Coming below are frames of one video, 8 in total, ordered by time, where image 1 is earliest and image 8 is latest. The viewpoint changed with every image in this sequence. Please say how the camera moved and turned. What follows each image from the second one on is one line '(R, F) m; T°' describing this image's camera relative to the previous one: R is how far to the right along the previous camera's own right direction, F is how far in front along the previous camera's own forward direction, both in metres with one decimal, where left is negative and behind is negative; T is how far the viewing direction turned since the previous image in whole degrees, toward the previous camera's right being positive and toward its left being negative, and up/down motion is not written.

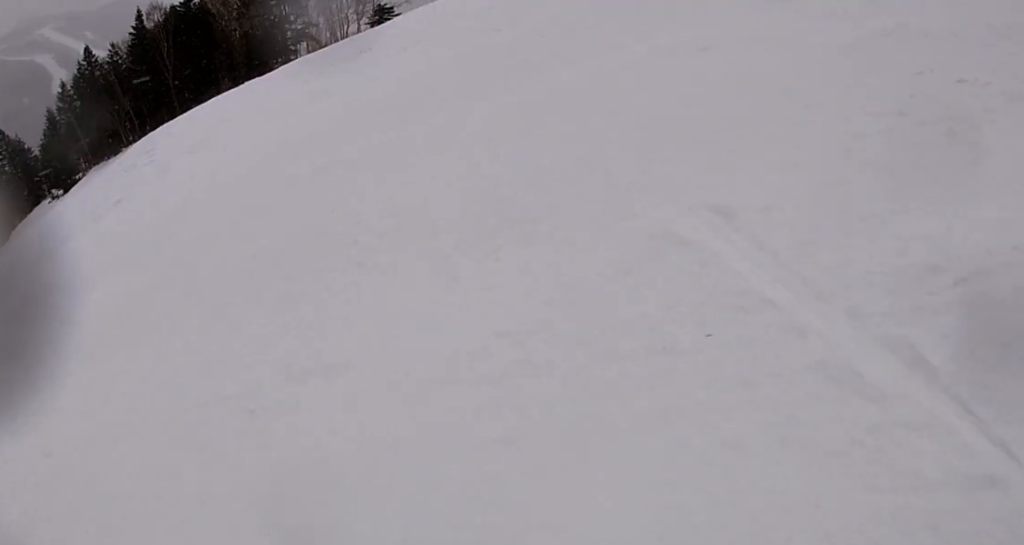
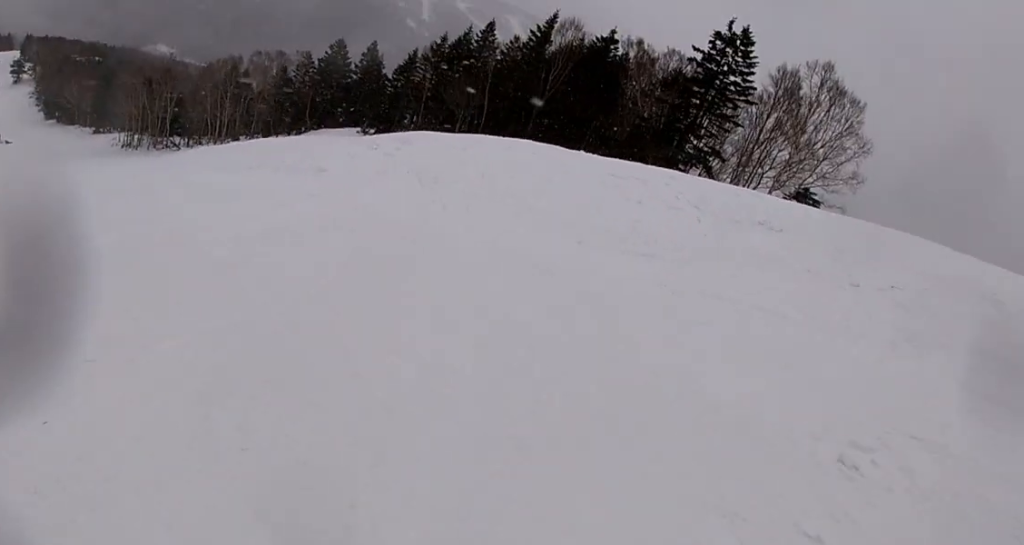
(-3.3, +14.6) m; -39°
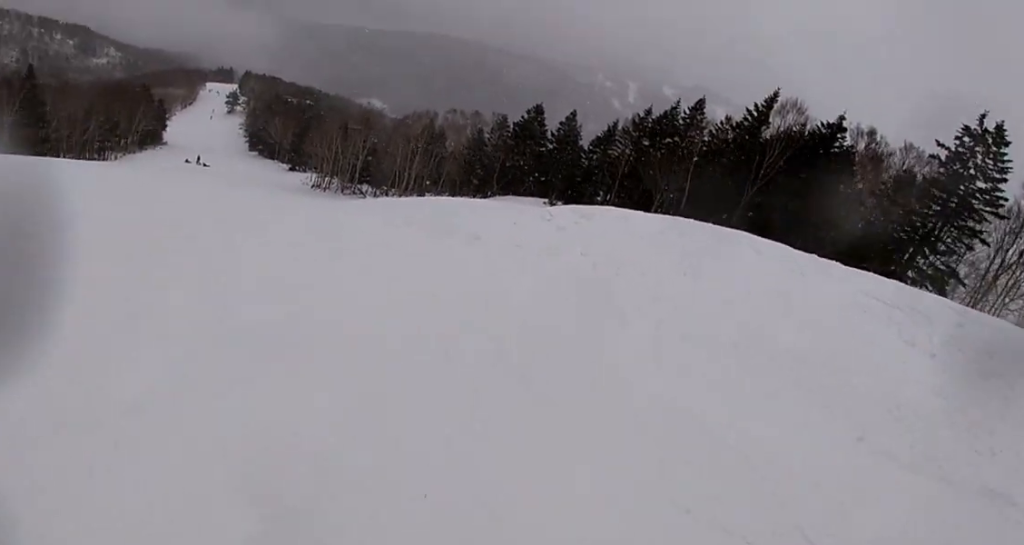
(-1.3, +4.9) m; -20°
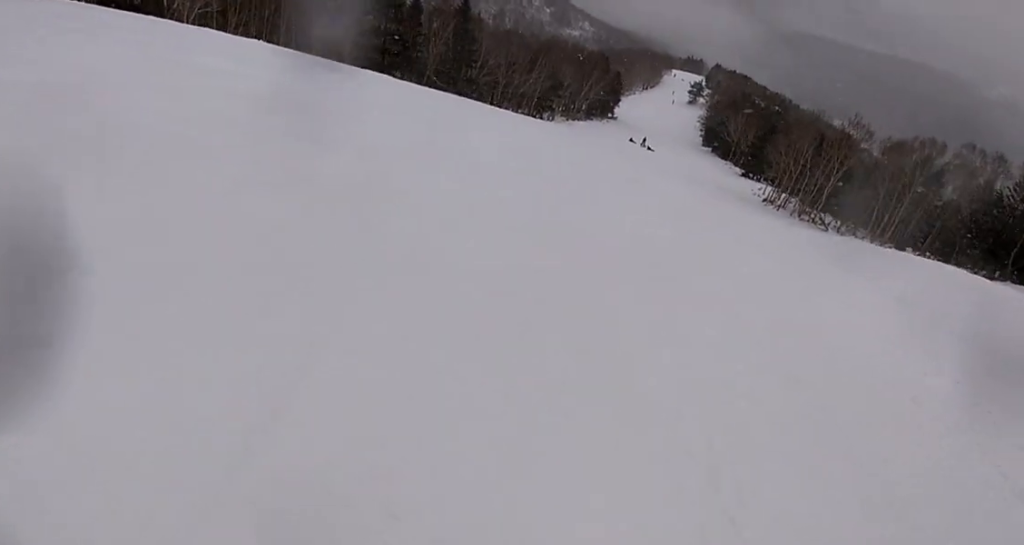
(-3.9, +10.1) m; -44°
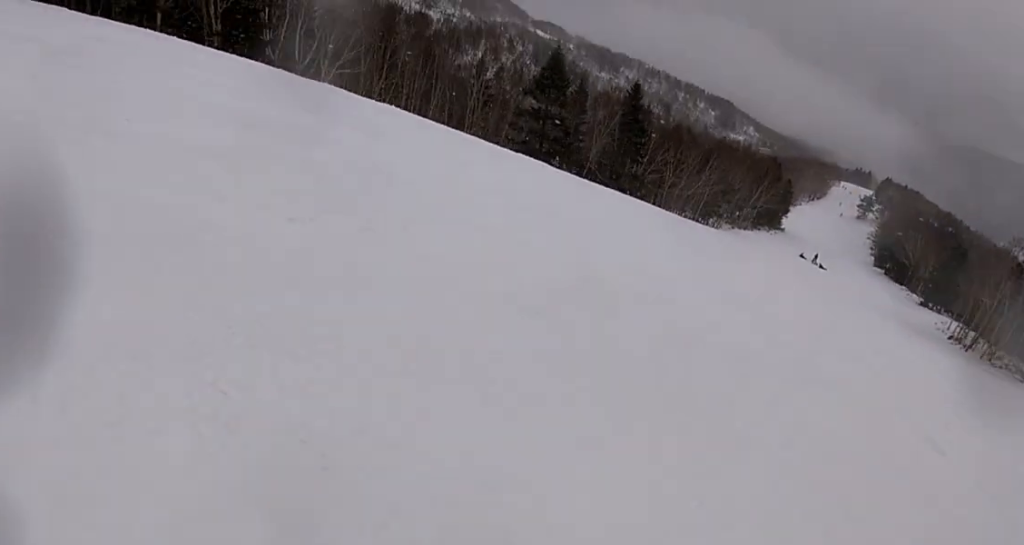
(-1.2, +4.6) m; -16°
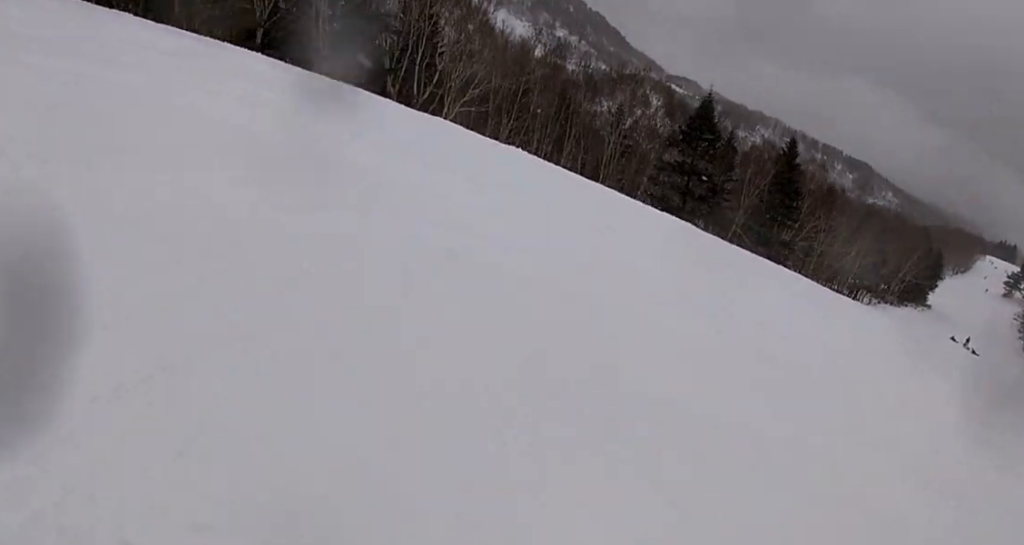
(-0.4, +3.5) m; -11°
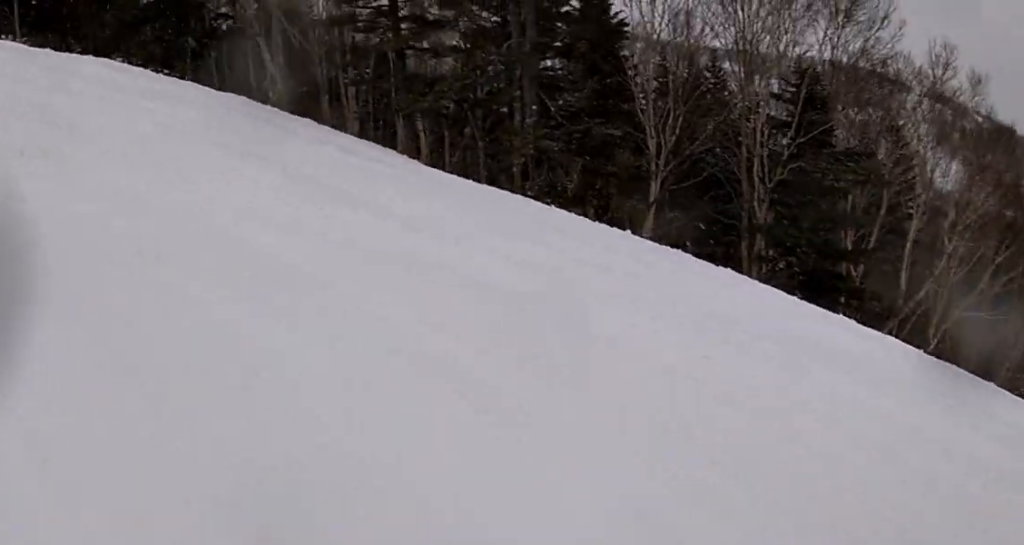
(-0.8, +7.7) m; -17°
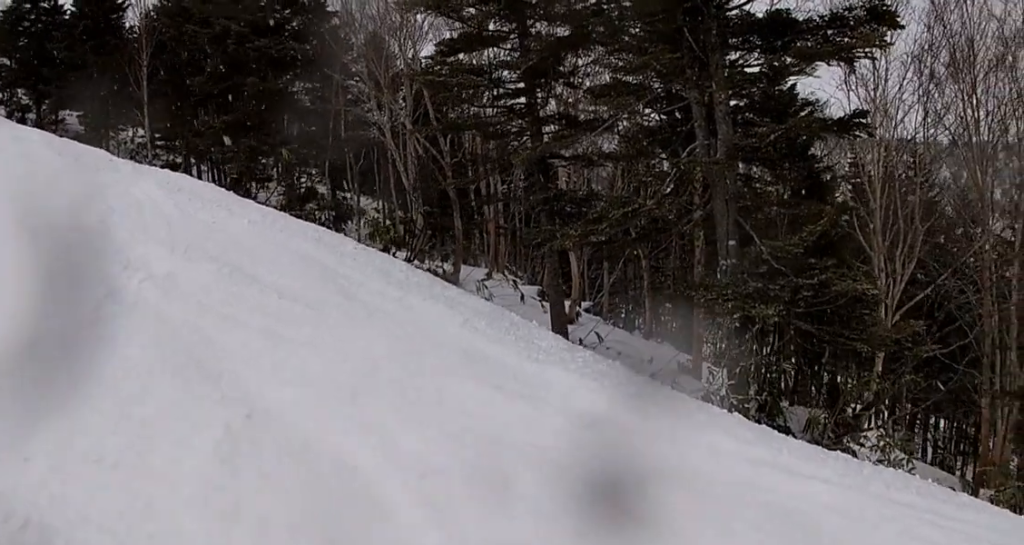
(-1.0, +3.9) m; +12°
